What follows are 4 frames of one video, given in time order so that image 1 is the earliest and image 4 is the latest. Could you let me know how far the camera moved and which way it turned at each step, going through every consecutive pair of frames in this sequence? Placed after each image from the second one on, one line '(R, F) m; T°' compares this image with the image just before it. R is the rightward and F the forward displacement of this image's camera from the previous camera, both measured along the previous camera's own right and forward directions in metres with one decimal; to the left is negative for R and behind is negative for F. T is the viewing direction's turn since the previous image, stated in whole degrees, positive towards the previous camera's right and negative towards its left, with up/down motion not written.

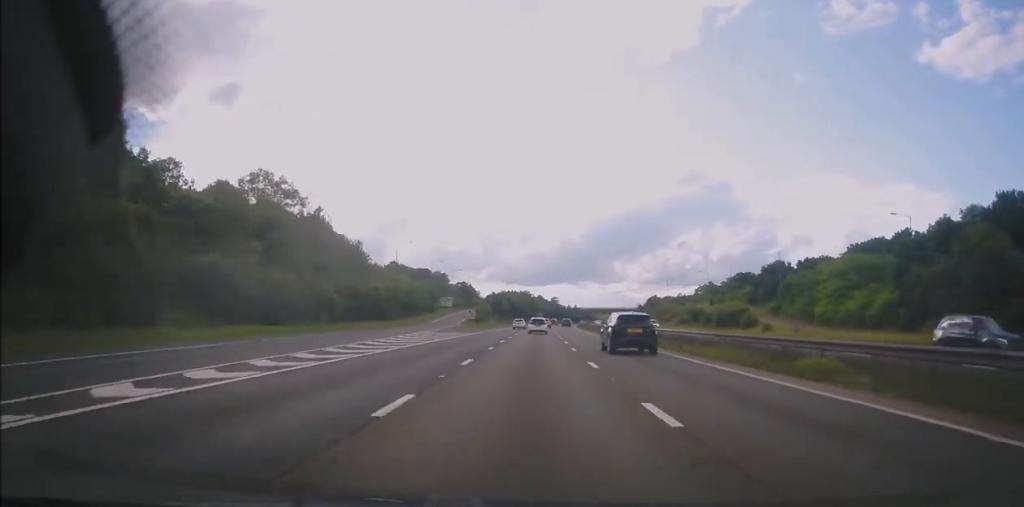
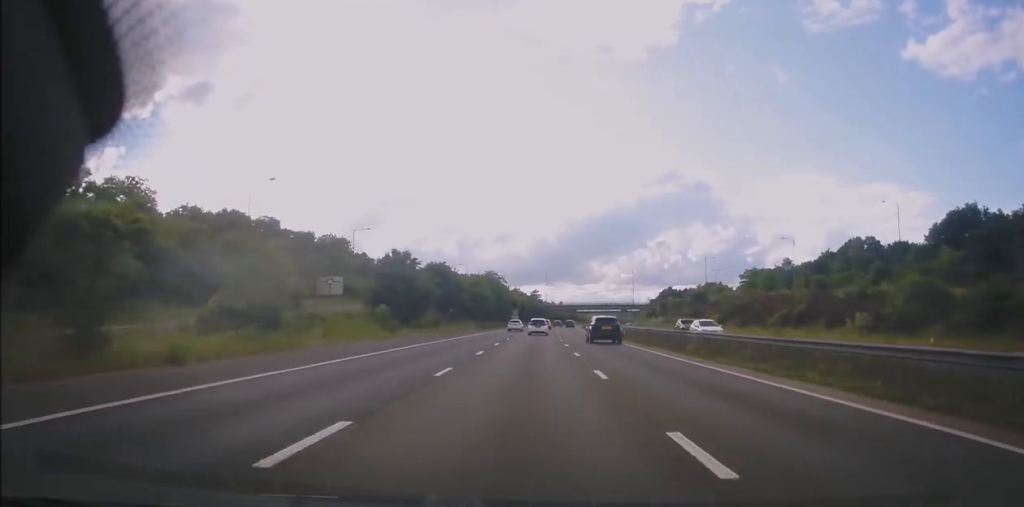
(+1.8, +83.2) m; +2°
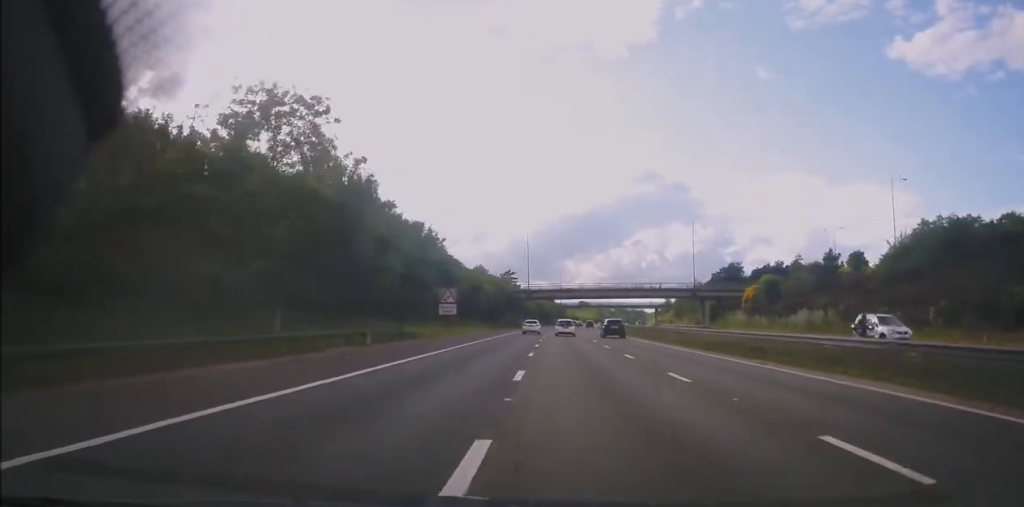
(+2.2, +99.6) m; +3°
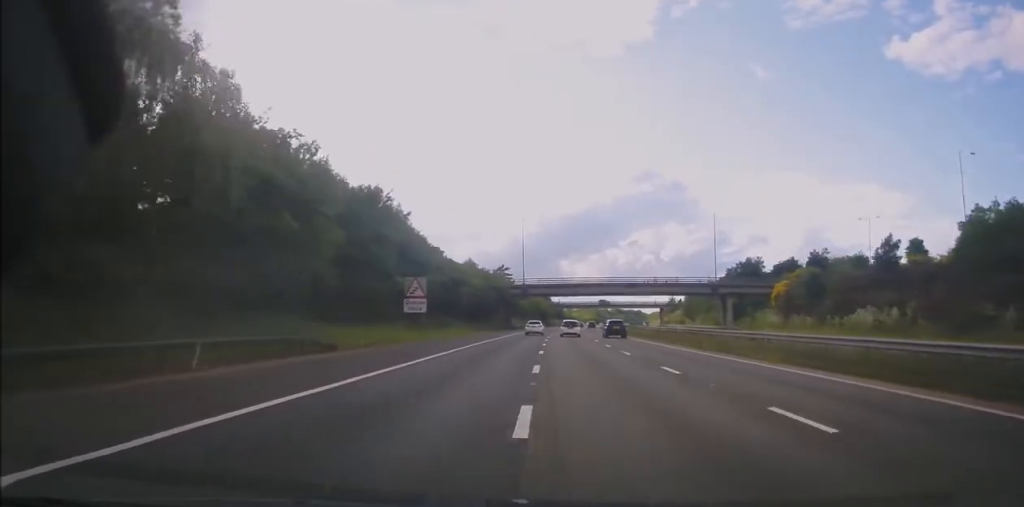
(0.0, +15.2) m; 0°
